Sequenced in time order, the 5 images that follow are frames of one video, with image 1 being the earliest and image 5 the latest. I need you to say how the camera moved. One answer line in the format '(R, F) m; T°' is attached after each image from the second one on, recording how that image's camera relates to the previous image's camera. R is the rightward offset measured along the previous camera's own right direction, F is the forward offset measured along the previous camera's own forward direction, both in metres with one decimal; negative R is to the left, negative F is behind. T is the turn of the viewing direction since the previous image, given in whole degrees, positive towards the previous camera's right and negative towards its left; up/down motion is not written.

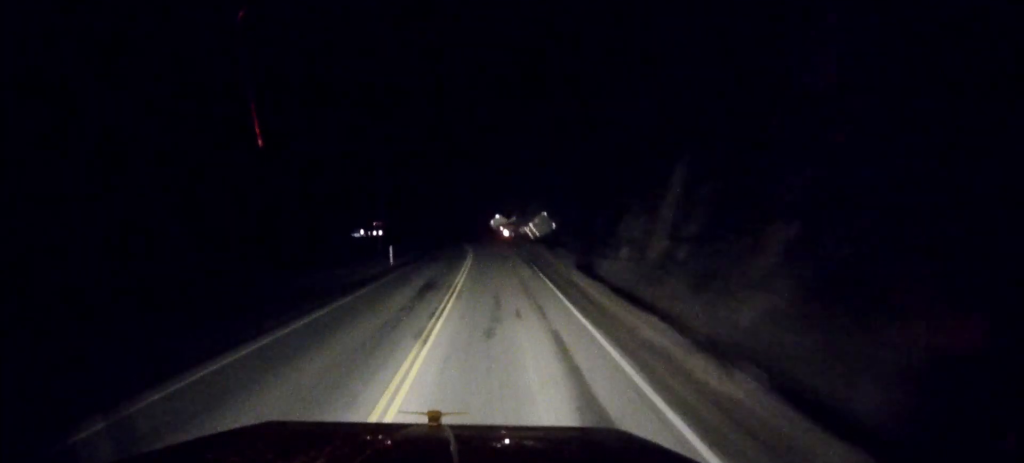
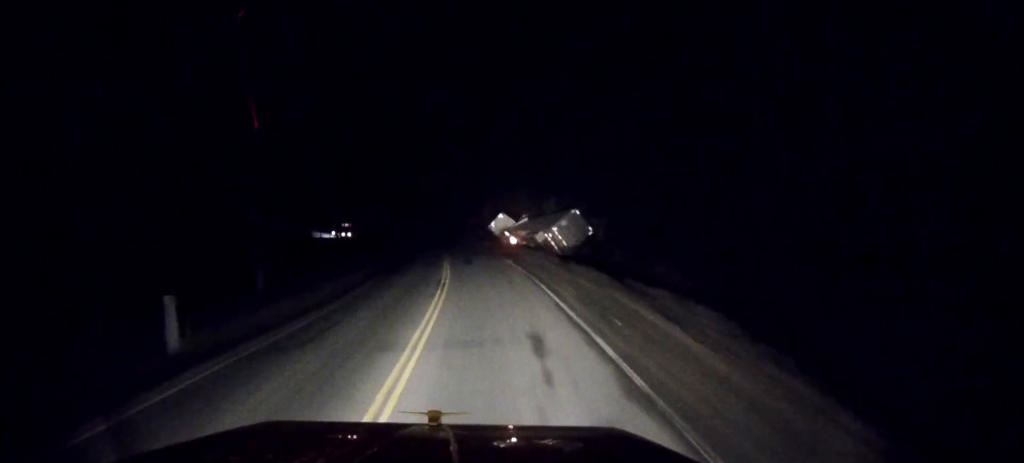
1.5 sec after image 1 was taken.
(0.0, +29.3) m; 0°
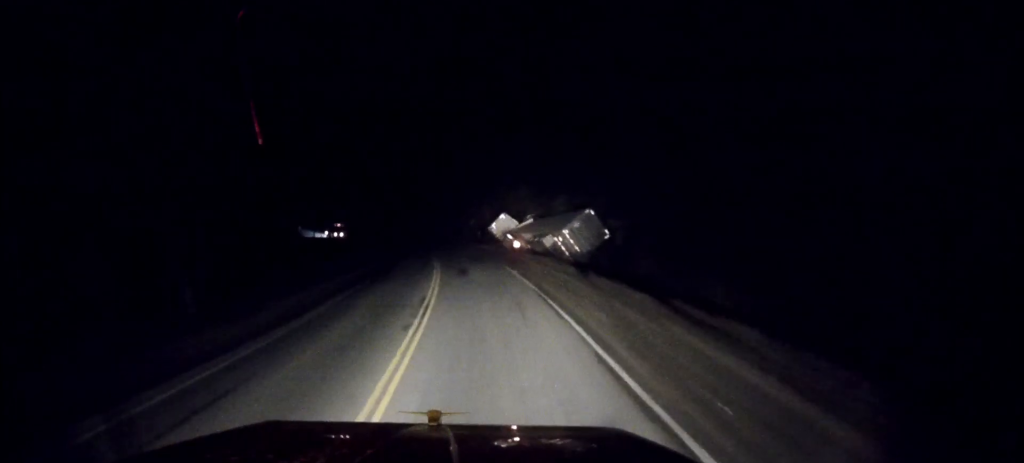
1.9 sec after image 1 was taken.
(0.0, +7.0) m; 0°
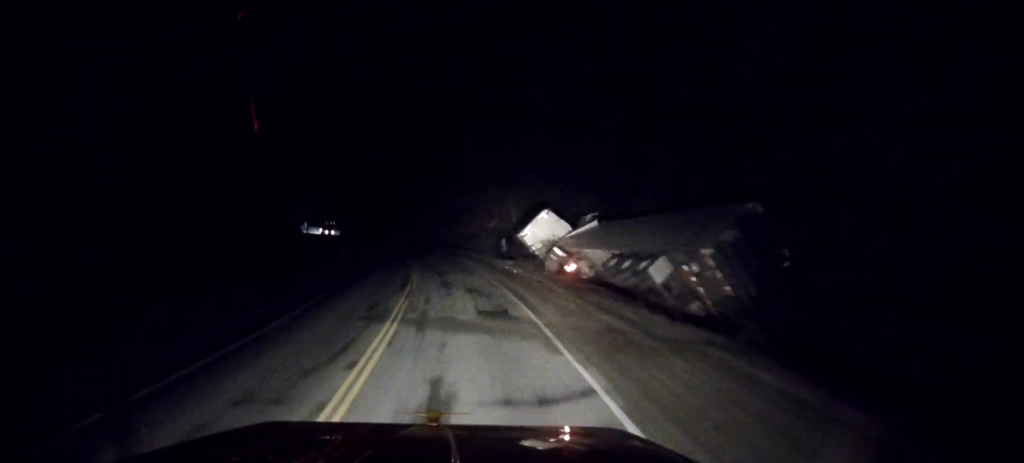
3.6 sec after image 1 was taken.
(0.0, +24.9) m; -1°
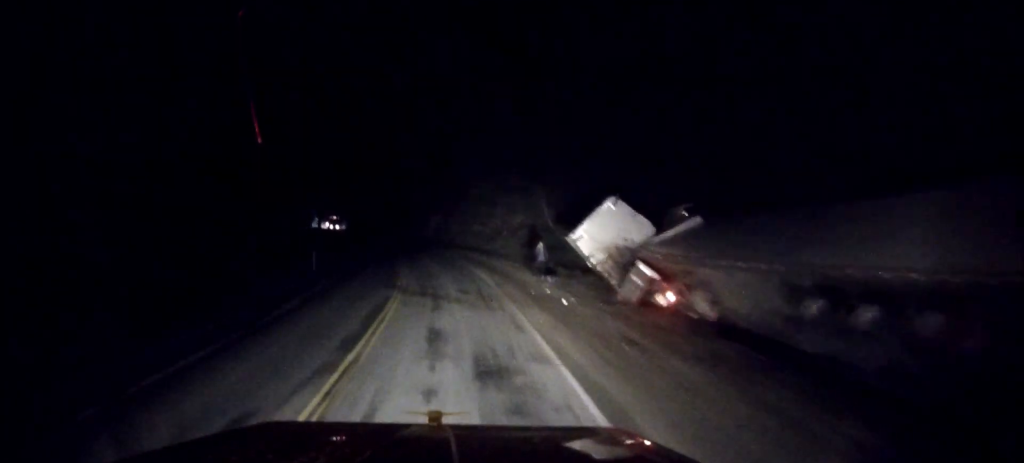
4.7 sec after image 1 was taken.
(-0.3, +14.1) m; -2°
